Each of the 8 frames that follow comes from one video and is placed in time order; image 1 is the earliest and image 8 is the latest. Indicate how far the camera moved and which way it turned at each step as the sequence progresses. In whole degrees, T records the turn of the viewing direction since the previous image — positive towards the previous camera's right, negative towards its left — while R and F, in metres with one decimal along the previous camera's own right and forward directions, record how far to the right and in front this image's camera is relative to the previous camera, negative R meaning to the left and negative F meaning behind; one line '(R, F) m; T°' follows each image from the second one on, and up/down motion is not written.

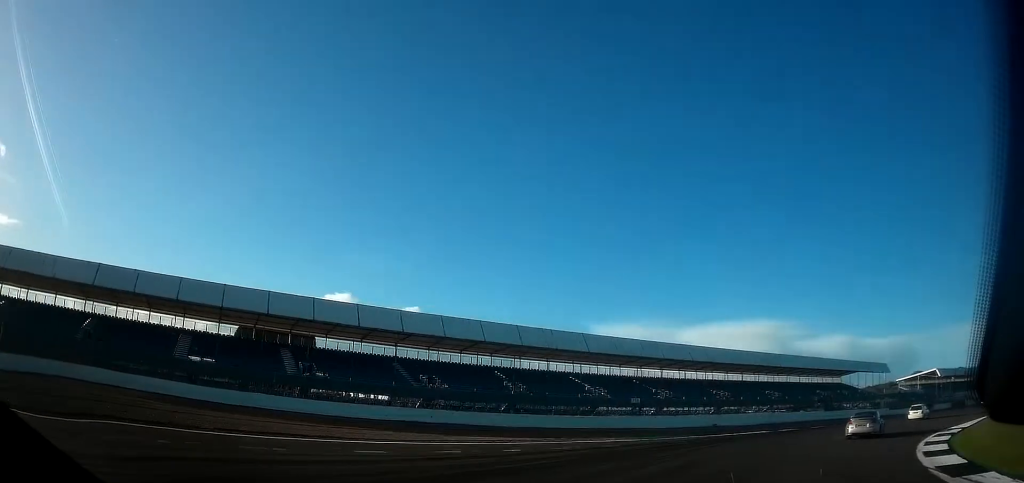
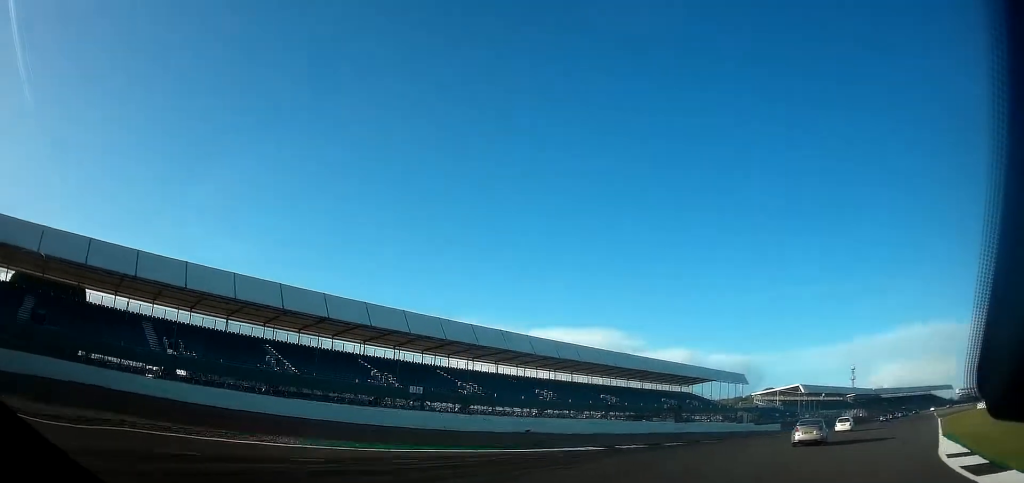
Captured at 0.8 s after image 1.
(+1.8, +15.8) m; +9°
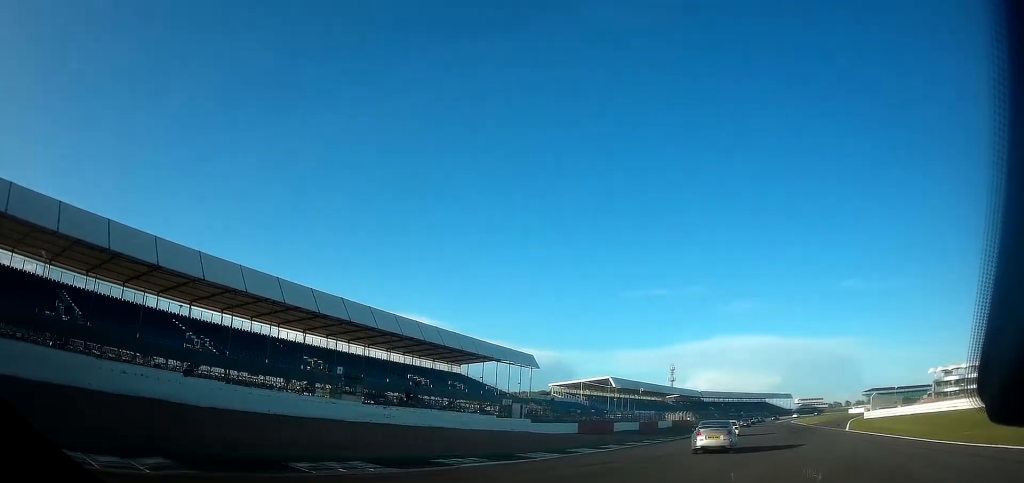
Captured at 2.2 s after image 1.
(+2.3, +30.1) m; +7°
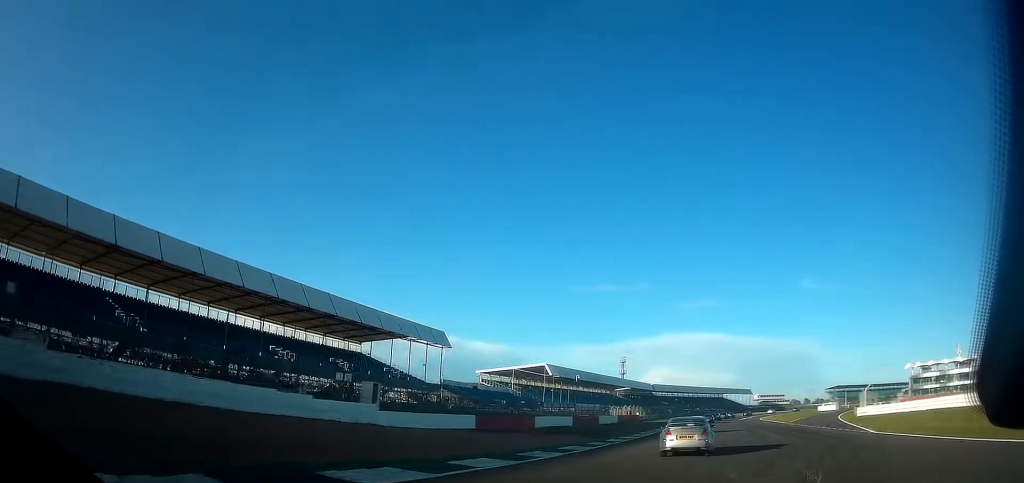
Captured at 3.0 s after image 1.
(+0.5, +17.8) m; +2°
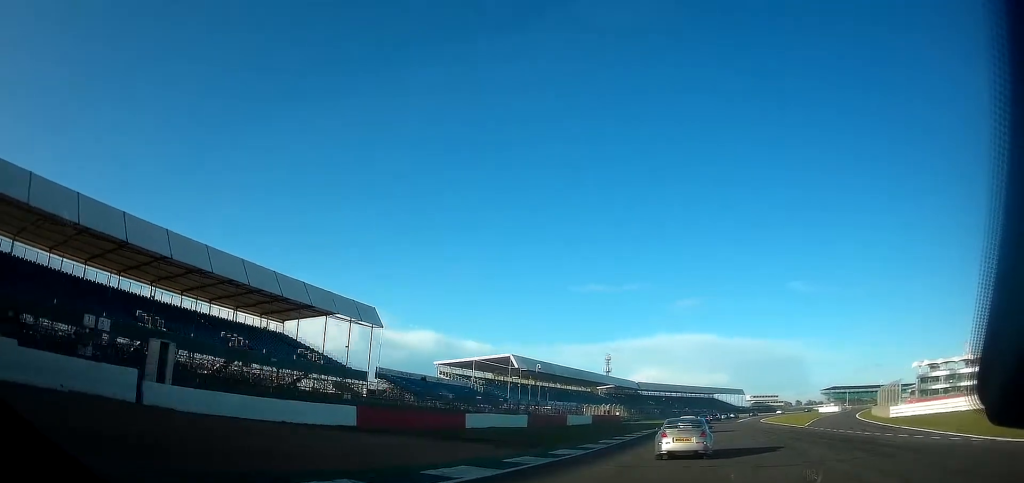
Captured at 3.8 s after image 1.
(0.0, +16.6) m; +1°
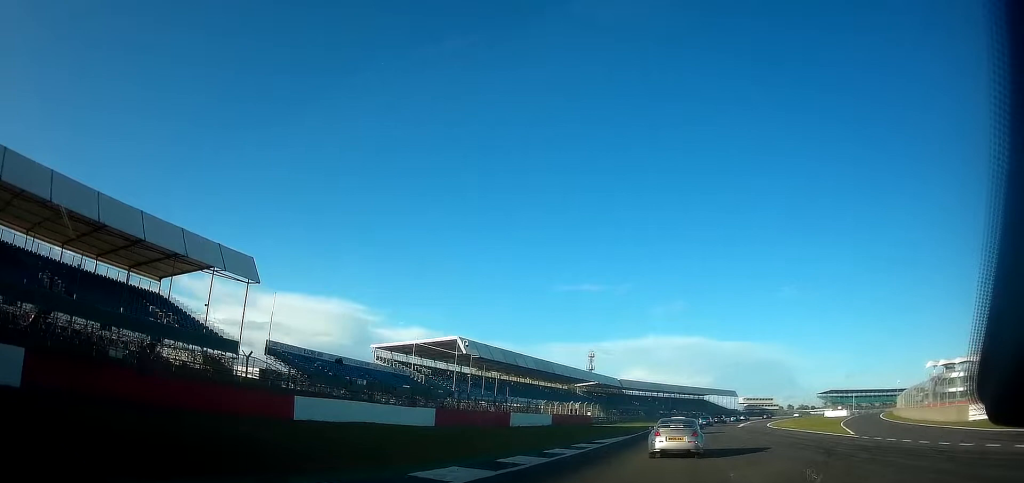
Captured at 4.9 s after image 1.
(+0.5, +21.5) m; +2°
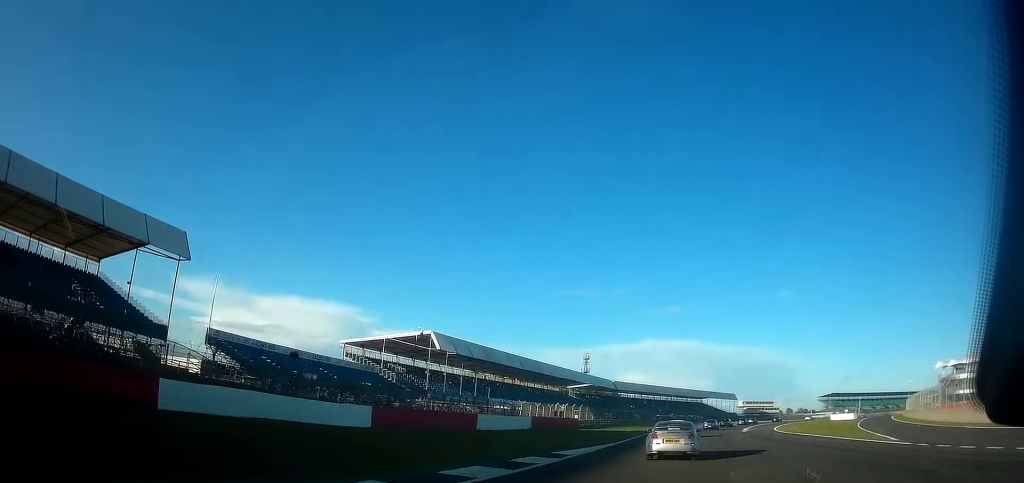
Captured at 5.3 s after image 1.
(0.0, +9.4) m; 0°
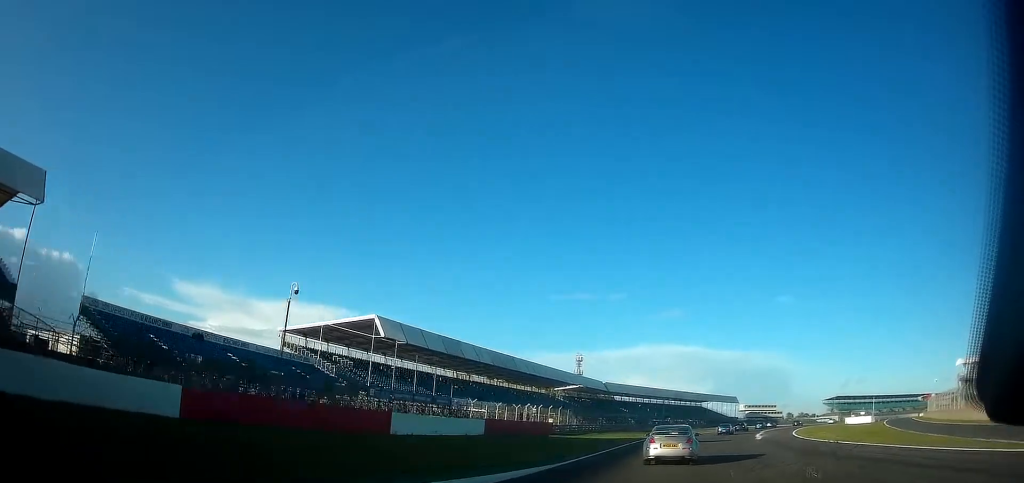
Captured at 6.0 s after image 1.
(0.0, +14.6) m; 0°
